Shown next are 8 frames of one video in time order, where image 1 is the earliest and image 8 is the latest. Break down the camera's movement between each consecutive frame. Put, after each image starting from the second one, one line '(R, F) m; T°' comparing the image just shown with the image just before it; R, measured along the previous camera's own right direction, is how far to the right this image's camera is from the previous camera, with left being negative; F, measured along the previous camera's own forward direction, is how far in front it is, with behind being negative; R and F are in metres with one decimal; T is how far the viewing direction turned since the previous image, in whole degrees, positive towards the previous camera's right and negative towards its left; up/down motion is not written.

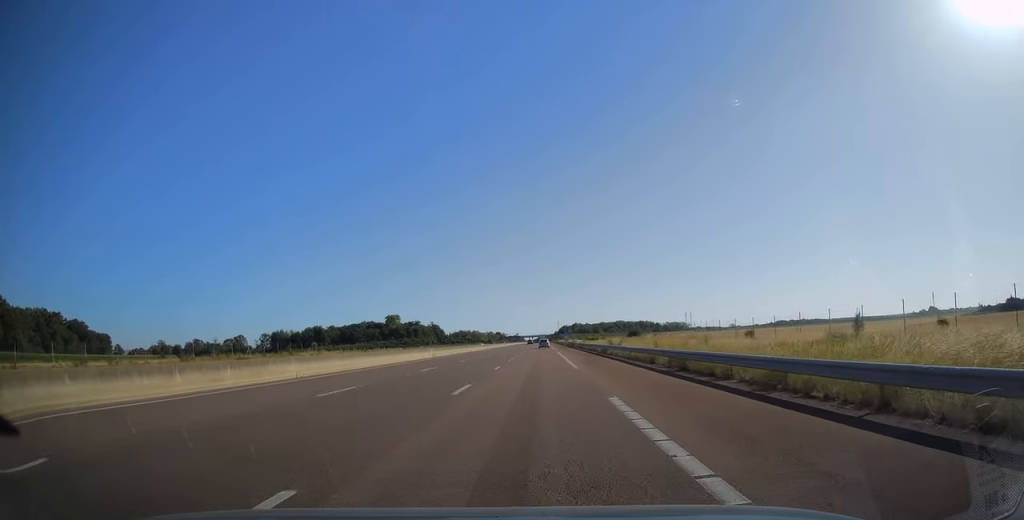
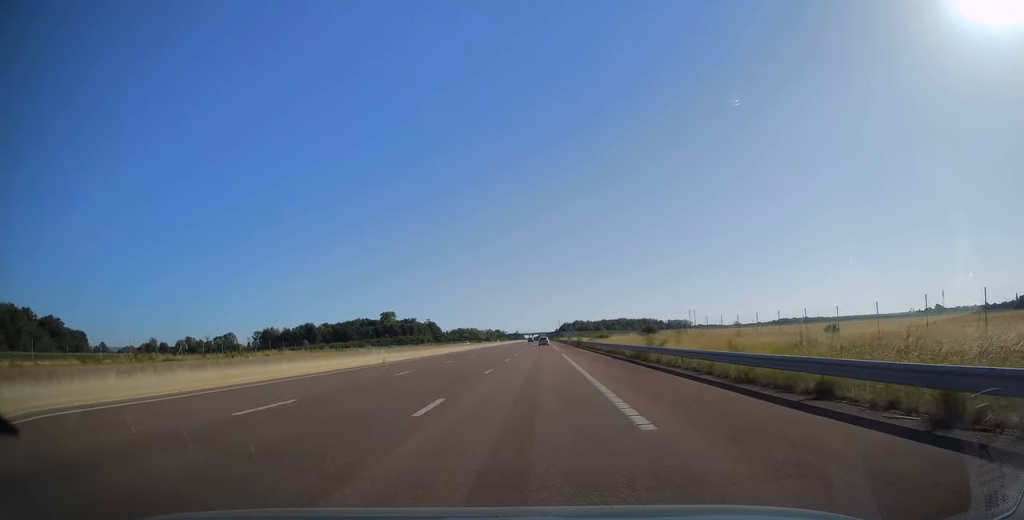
(+0.1, +17.8) m; 0°
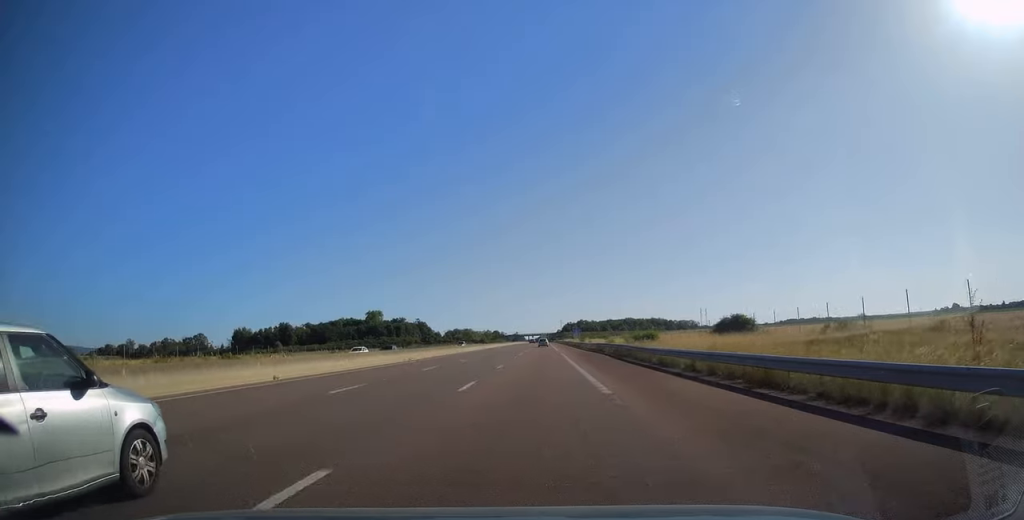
(0.0, +46.4) m; 0°
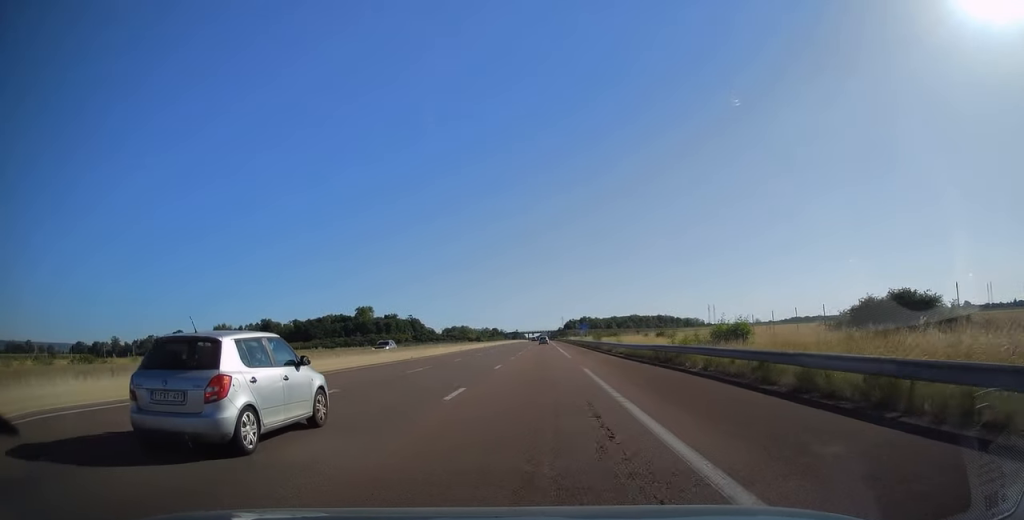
(0.0, +28.6) m; 0°
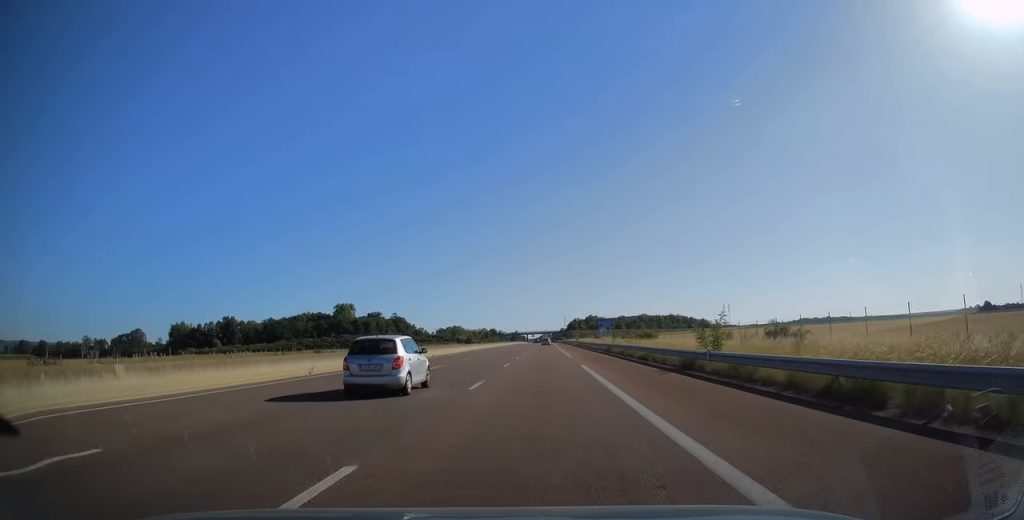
(-0.1, +48.9) m; -1°
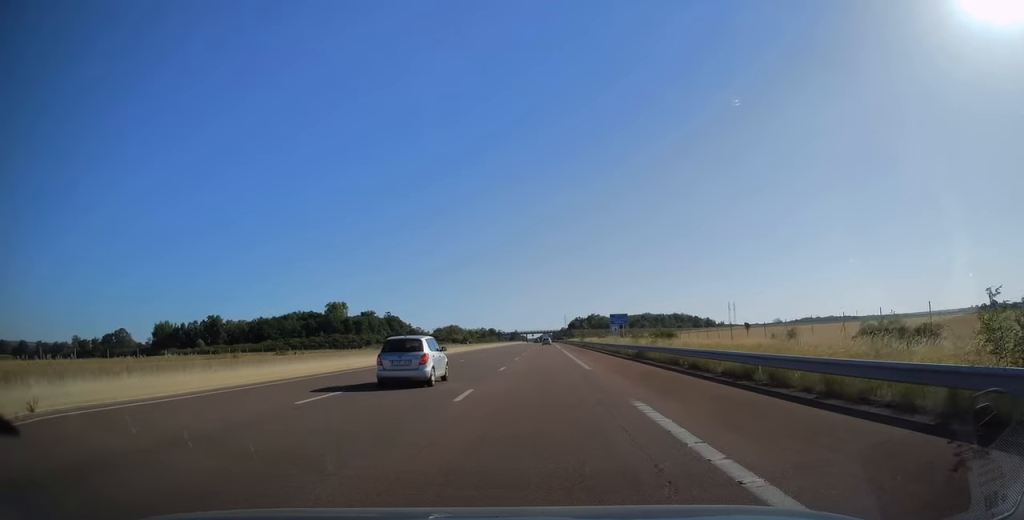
(-0.2, +16.3) m; 0°
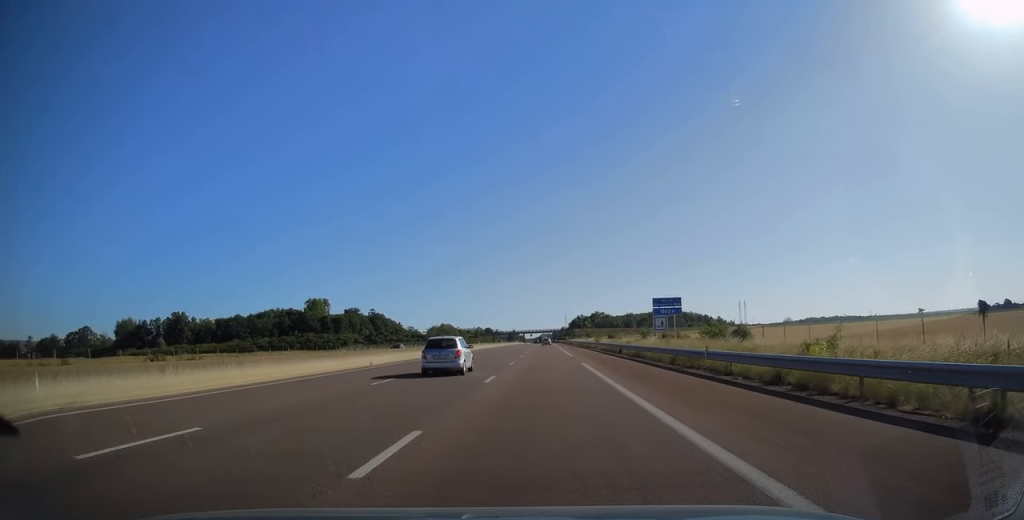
(+0.2, +33.1) m; +1°
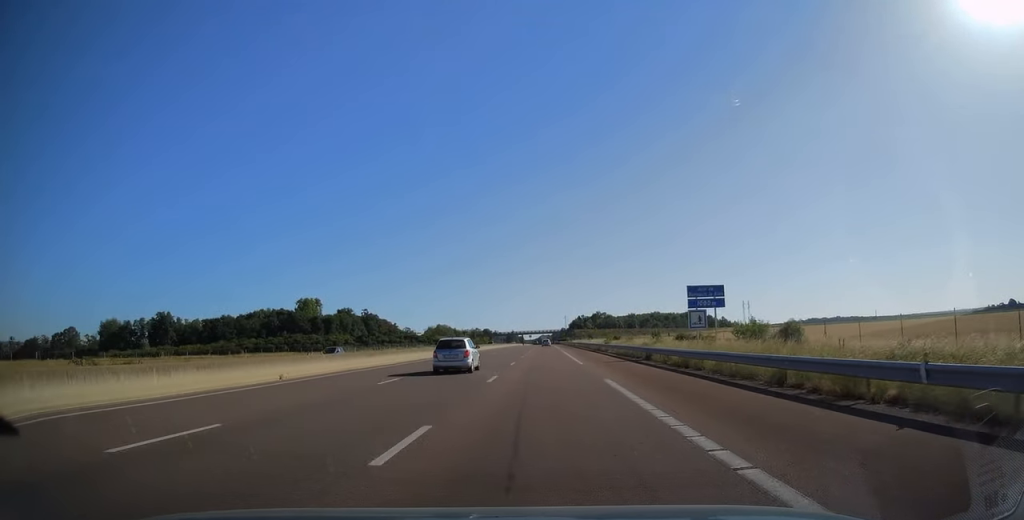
(0.0, +12.4) m; 0°
